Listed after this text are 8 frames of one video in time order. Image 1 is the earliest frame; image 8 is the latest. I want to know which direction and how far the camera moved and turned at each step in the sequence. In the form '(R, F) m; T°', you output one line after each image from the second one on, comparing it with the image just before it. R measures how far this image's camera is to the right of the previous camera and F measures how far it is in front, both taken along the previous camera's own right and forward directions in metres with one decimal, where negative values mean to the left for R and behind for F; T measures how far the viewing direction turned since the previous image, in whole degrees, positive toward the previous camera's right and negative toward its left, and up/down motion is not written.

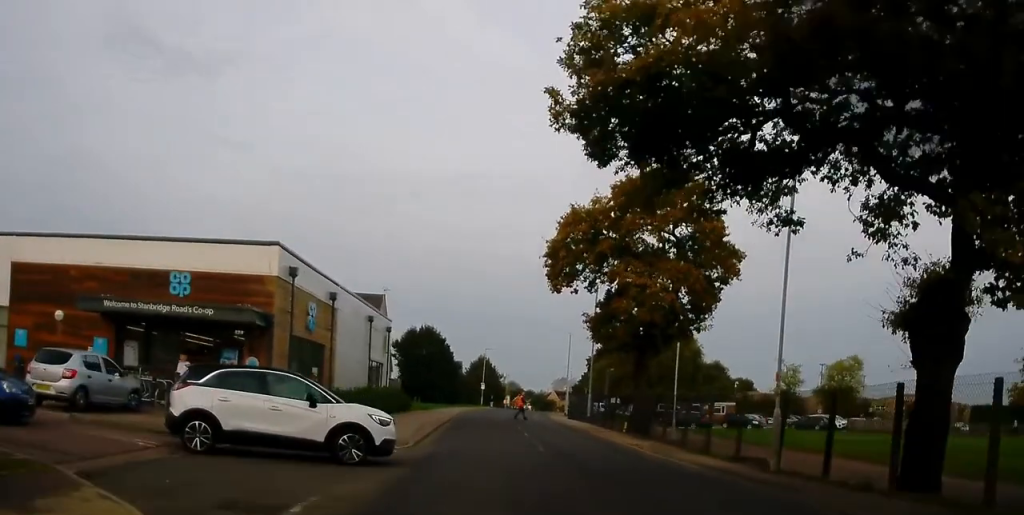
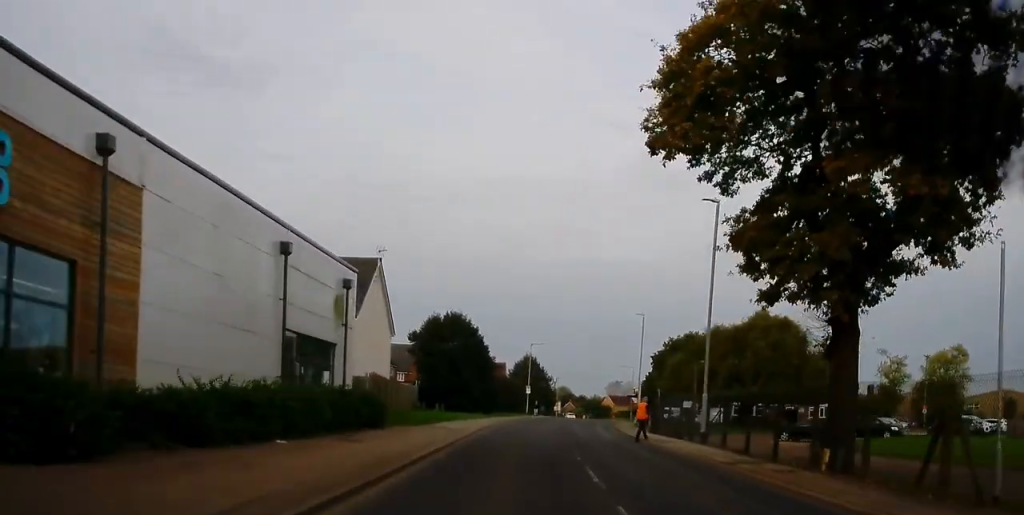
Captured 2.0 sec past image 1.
(-0.3, +20.8) m; -3°
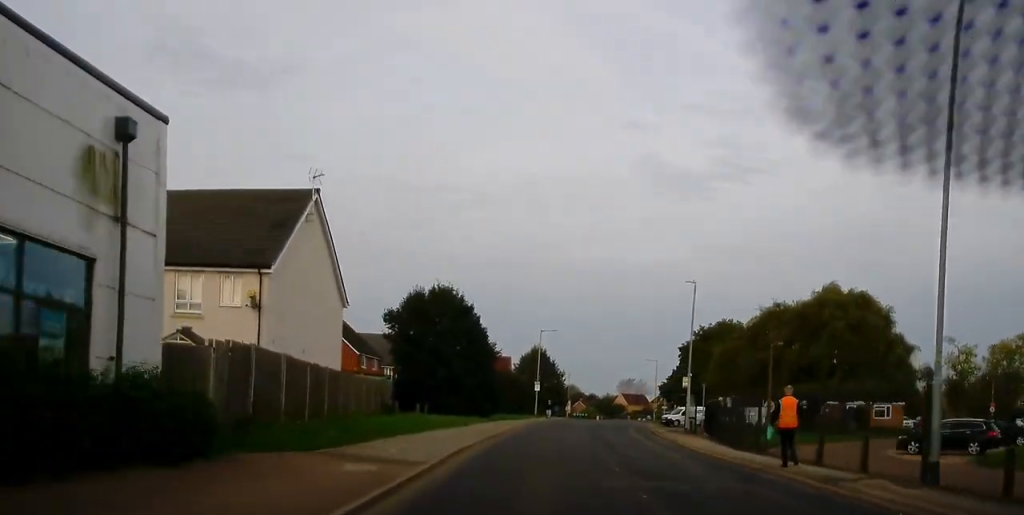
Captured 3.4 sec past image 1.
(-0.7, +15.7) m; -1°
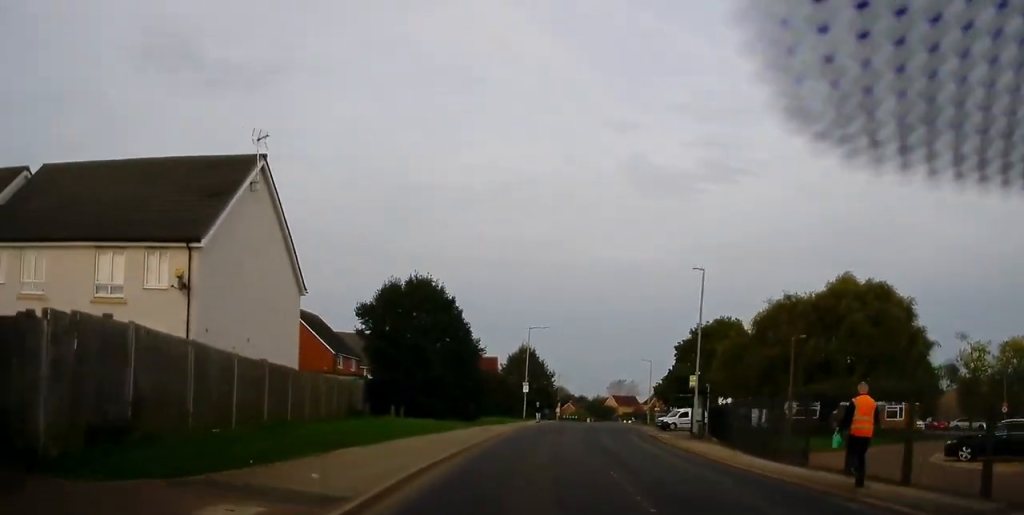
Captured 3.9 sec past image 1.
(+0.3, +5.0) m; +1°
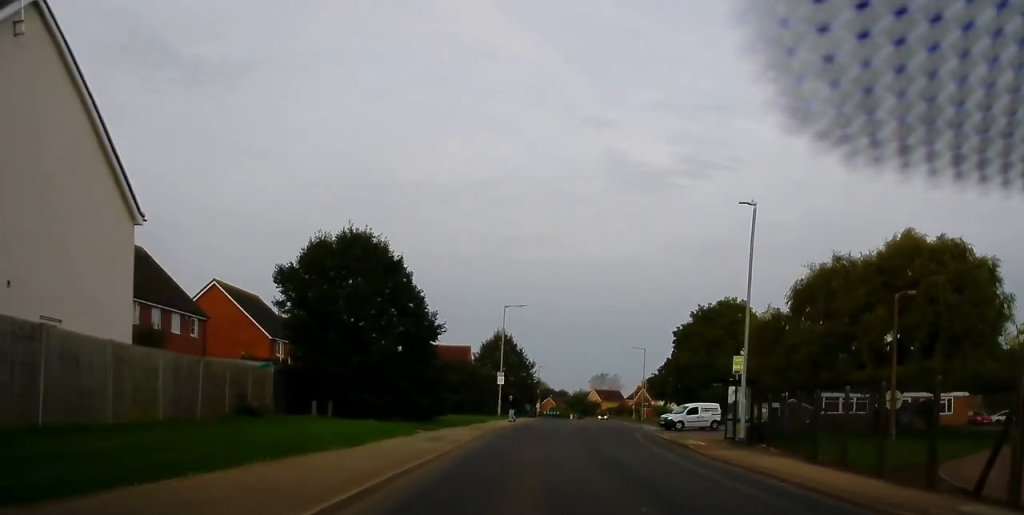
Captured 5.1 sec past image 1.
(+0.3, +12.2) m; +1°
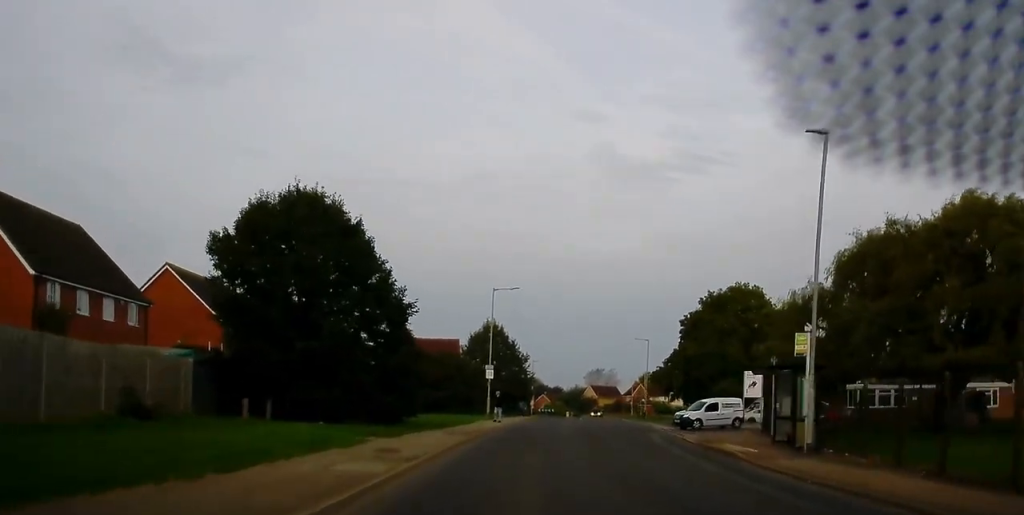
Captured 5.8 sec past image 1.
(0.0, +7.2) m; +1°
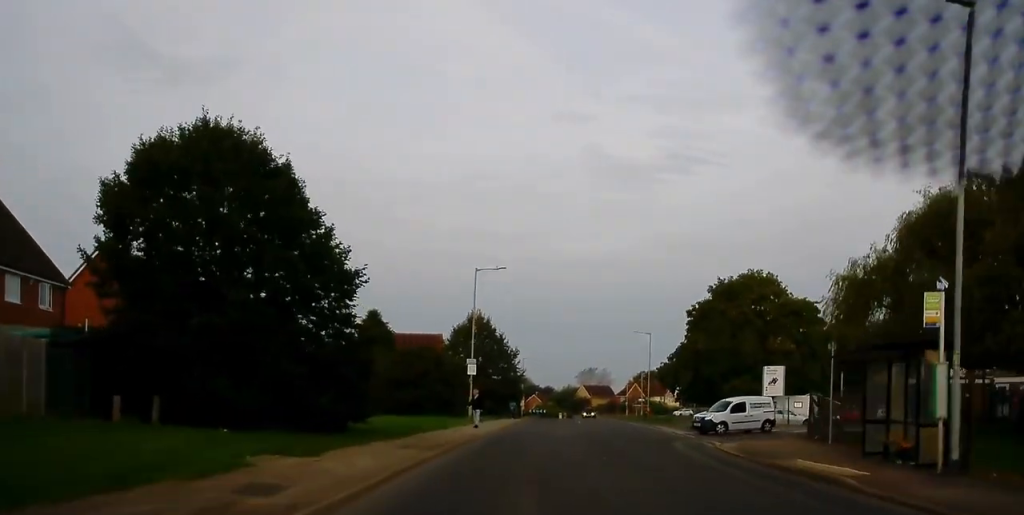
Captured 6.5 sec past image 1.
(0.0, +7.6) m; +2°
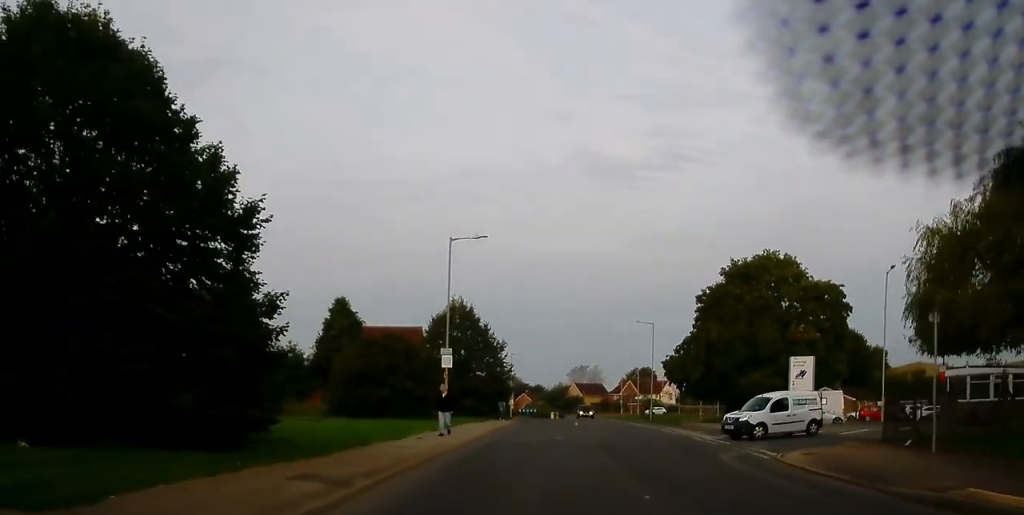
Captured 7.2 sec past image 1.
(+0.4, +7.7) m; 0°
